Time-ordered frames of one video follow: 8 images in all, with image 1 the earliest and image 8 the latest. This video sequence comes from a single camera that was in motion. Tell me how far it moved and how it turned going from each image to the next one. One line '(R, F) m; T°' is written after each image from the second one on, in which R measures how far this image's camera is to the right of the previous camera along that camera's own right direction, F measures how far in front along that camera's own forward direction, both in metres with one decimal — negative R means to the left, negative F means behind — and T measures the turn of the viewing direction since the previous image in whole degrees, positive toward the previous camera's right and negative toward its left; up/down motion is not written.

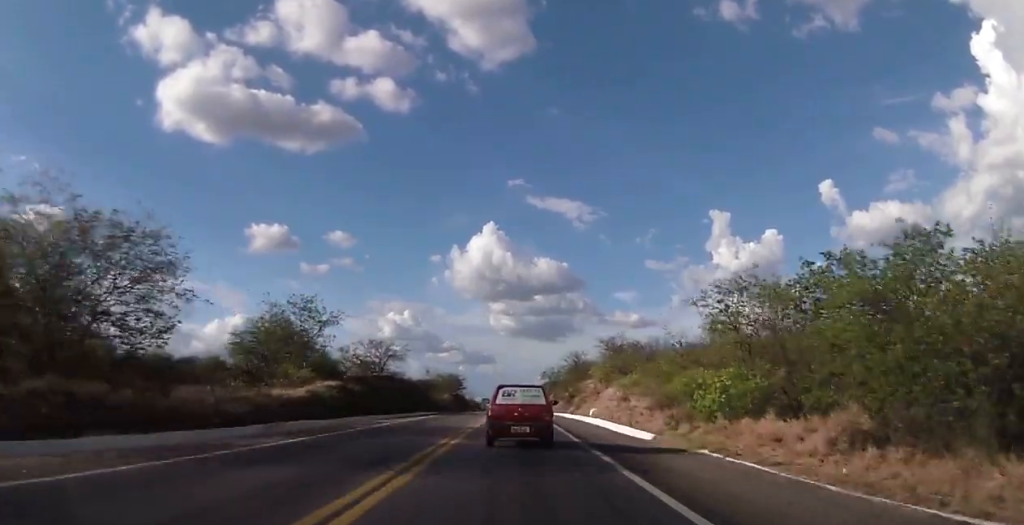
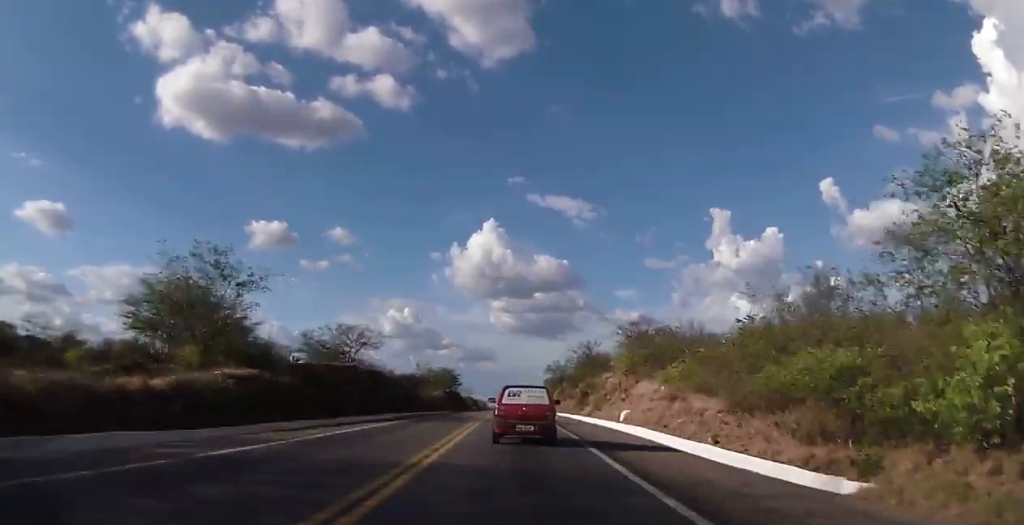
(-0.4, +14.1) m; 0°
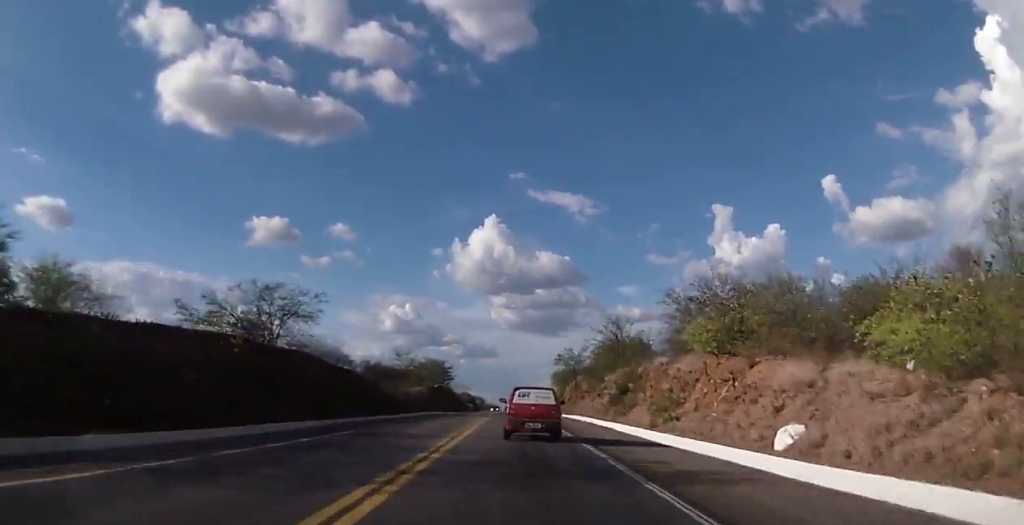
(+0.3, +22.2) m; 0°
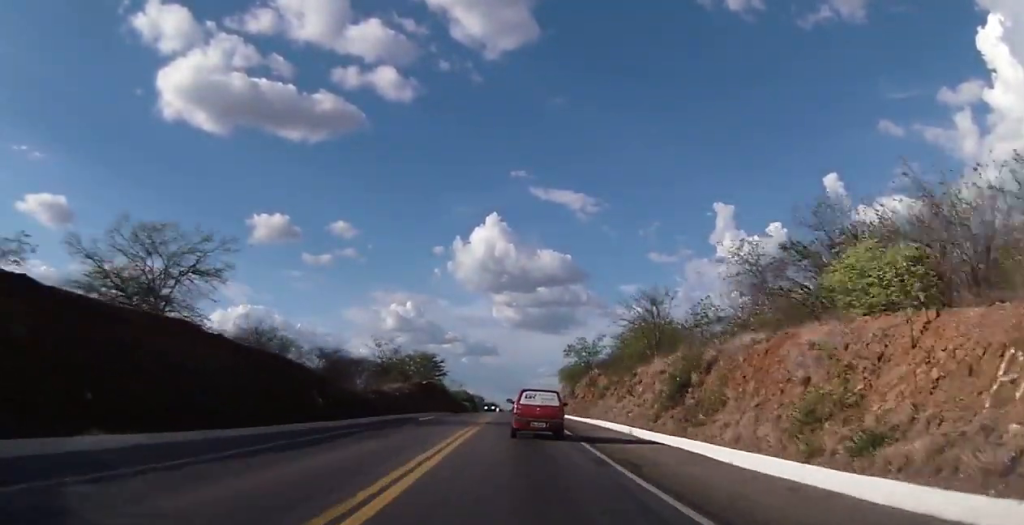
(-0.2, +15.2) m; 0°
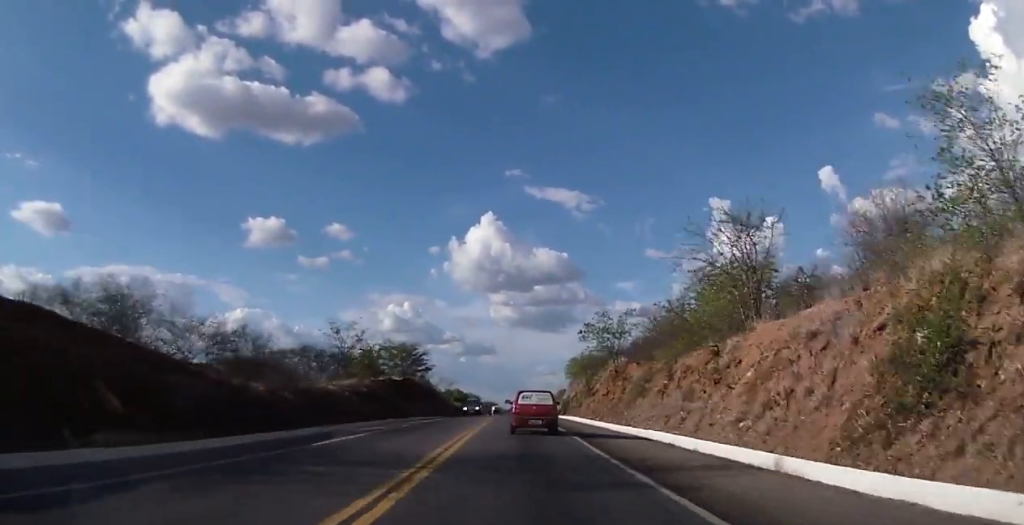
(0.0, +19.2) m; 0°
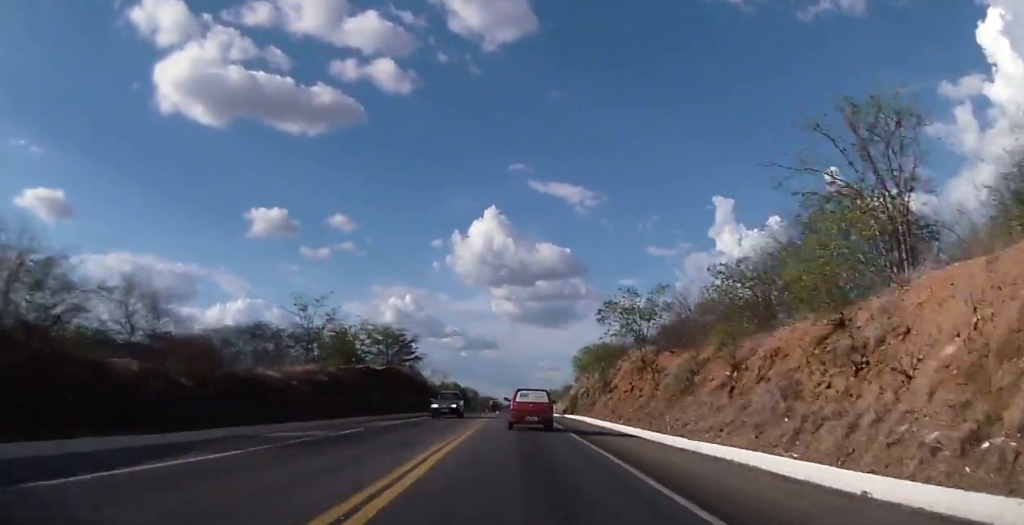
(+0.3, +10.9) m; 0°
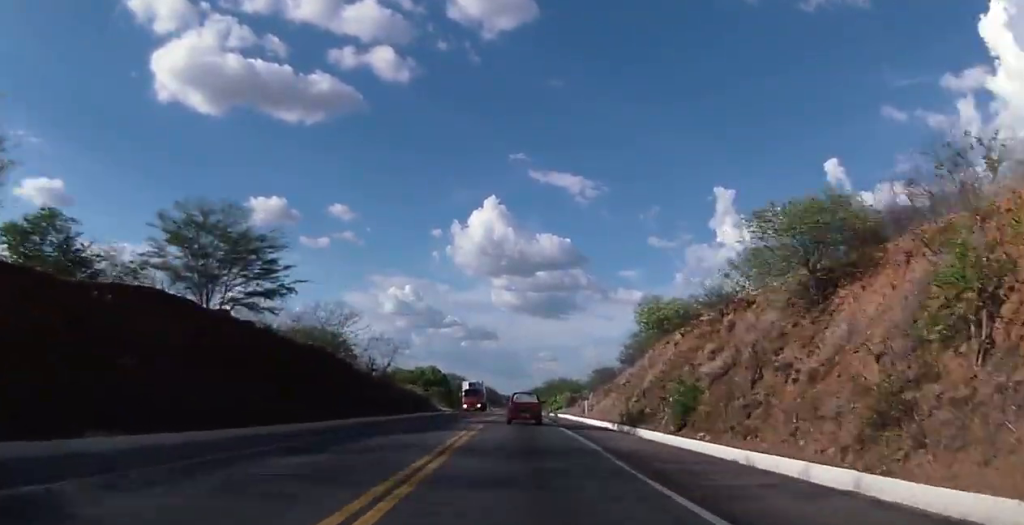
(-1.0, +45.3) m; 0°
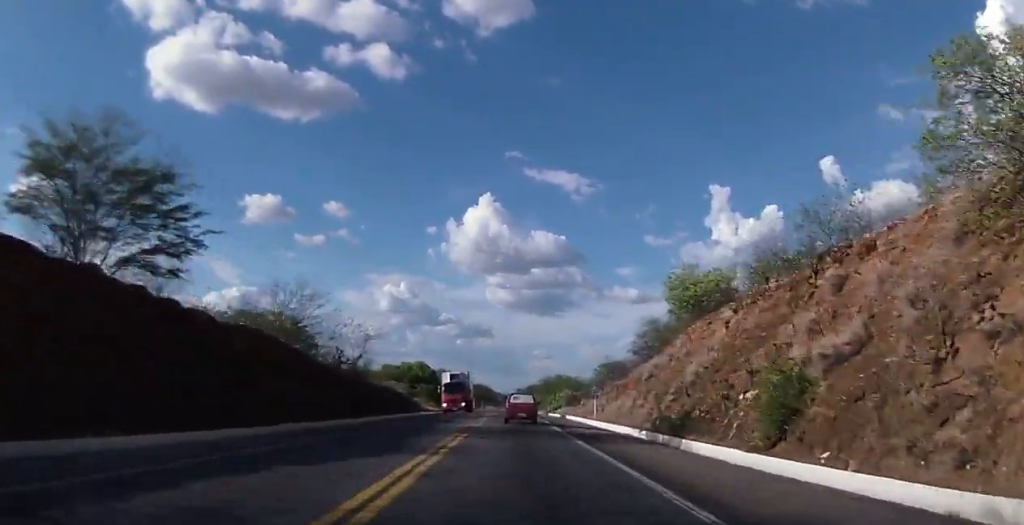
(+0.2, +9.6) m; +1°
